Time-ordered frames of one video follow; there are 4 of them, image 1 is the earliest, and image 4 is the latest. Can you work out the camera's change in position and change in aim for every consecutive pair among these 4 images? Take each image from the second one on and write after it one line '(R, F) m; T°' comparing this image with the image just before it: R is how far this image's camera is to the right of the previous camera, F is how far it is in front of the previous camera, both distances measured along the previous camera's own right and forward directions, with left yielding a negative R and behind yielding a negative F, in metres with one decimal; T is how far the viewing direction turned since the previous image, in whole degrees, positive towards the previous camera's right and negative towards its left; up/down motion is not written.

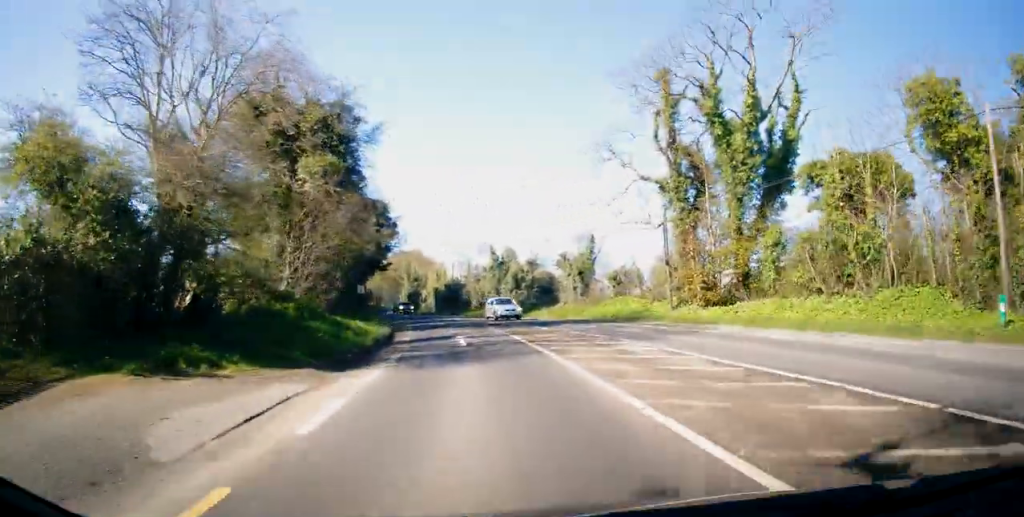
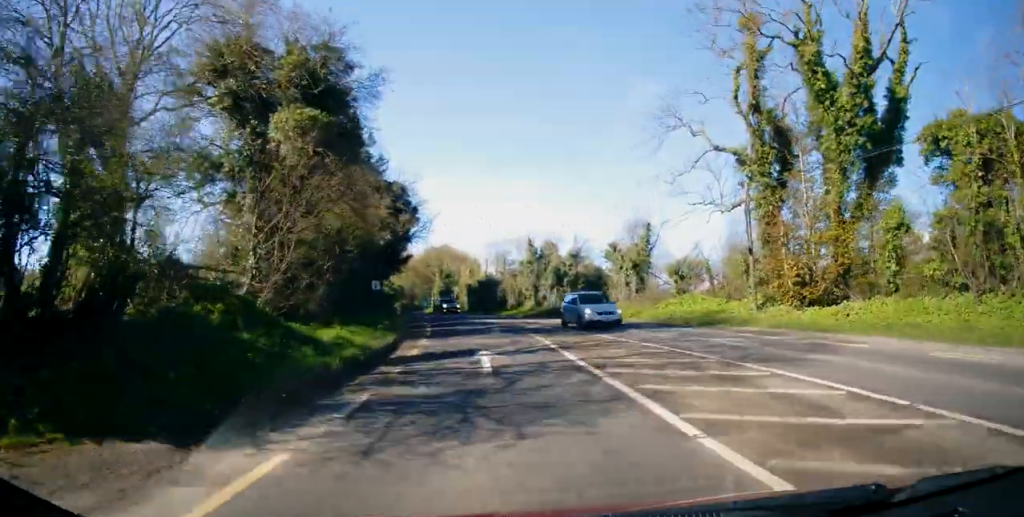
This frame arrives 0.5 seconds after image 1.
(-0.4, +6.8) m; -3°
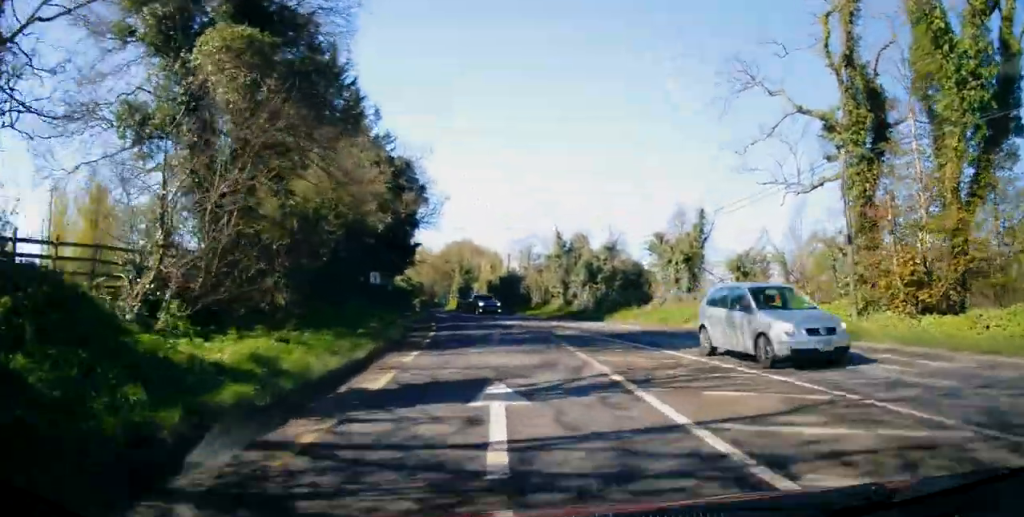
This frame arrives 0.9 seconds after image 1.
(0.0, +6.4) m; -3°
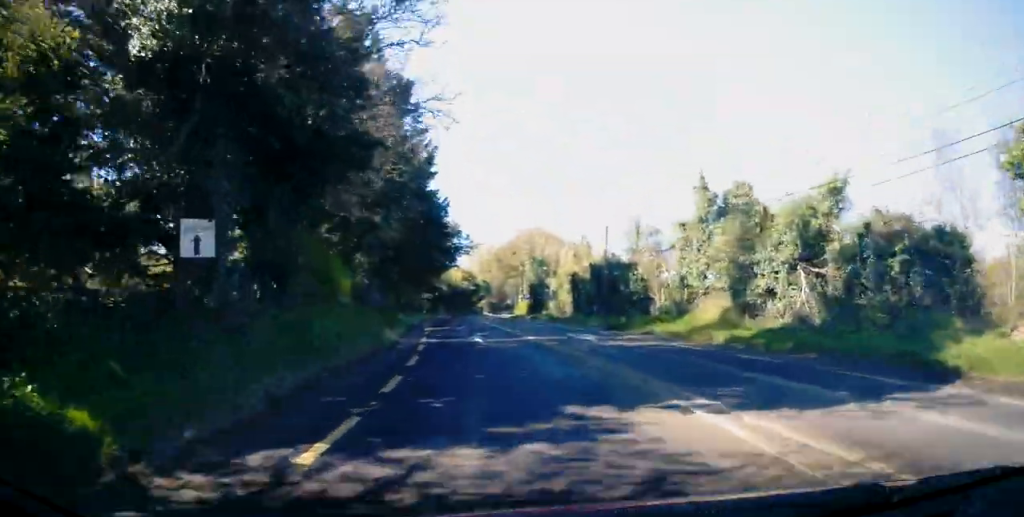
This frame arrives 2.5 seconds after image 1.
(-2.0, +23.6) m; -7°
